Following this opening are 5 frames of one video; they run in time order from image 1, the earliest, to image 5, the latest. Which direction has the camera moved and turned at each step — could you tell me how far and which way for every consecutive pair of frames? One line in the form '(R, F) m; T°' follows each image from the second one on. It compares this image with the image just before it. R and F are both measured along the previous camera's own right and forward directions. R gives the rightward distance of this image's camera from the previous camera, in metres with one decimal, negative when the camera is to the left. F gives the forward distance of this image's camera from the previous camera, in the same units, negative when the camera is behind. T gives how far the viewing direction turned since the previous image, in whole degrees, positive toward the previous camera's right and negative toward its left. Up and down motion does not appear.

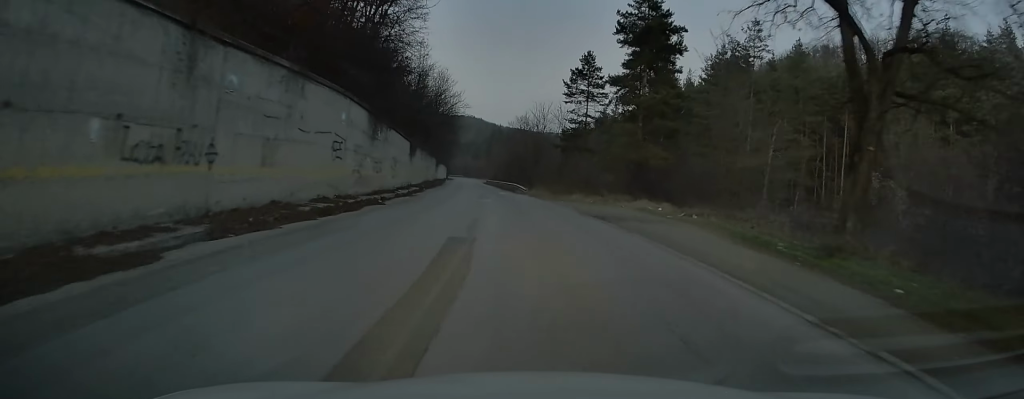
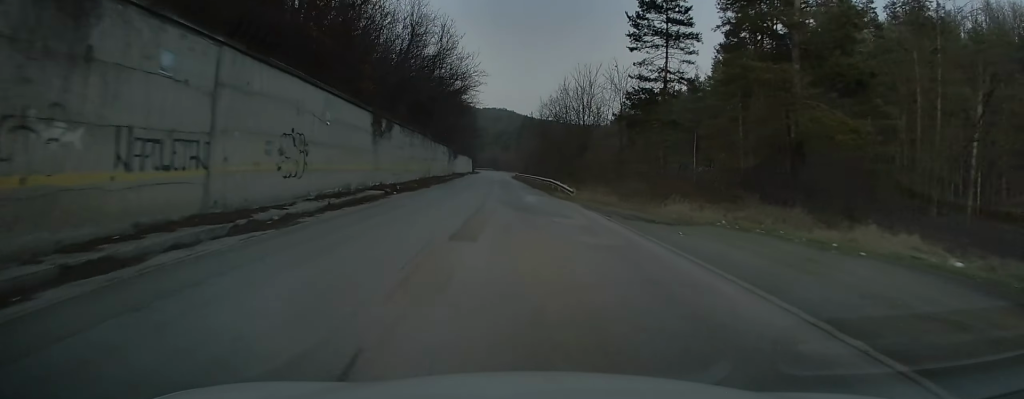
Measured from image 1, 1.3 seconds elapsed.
(-0.5, +24.2) m; -3°
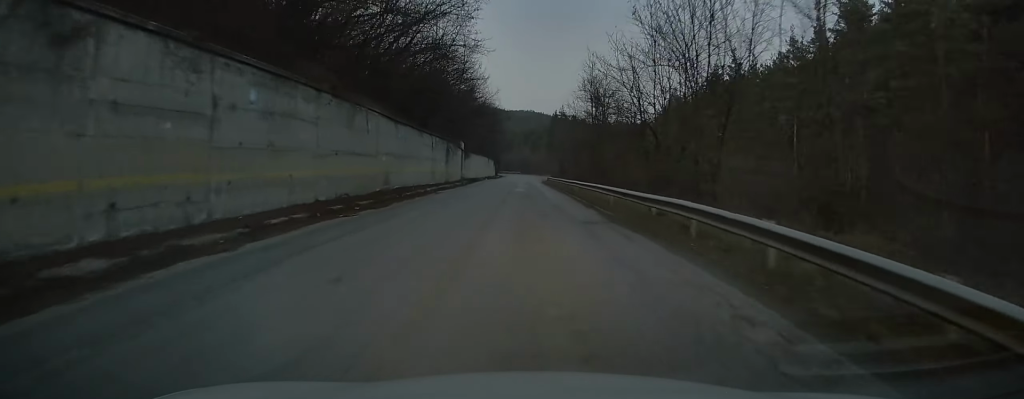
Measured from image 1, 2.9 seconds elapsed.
(-0.7, +31.1) m; -2°
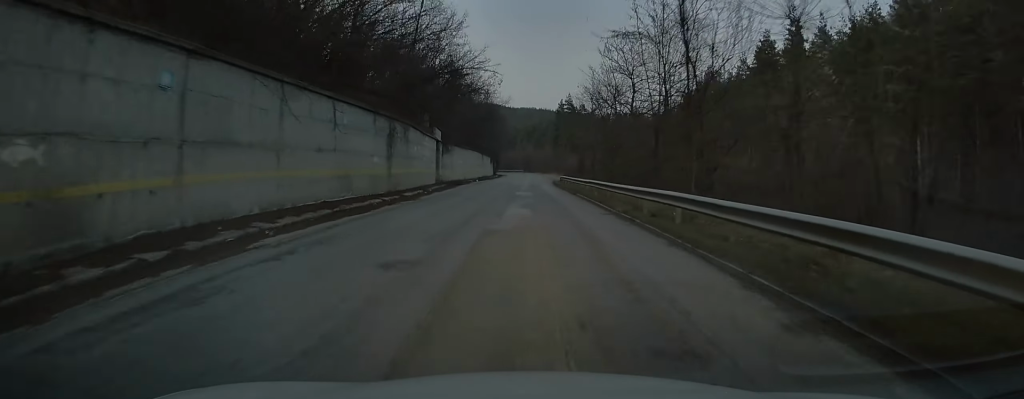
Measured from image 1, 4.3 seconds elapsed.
(-0.1, +26.2) m; 0°
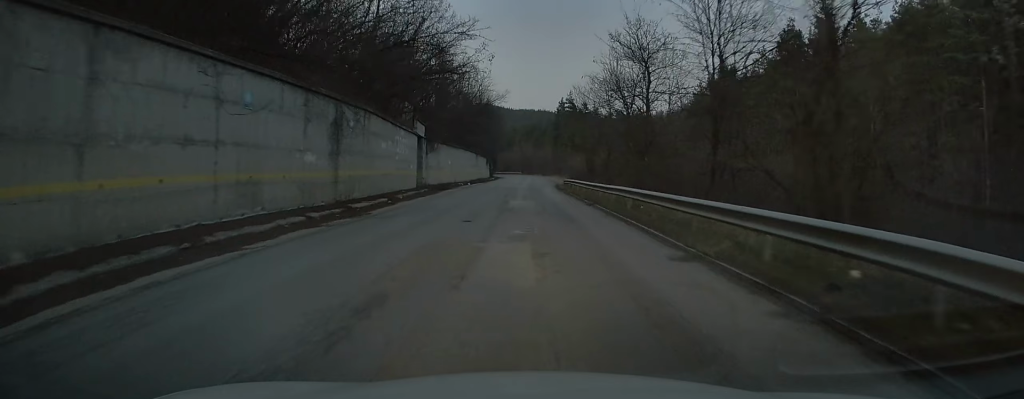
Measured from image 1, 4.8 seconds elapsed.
(0.0, +9.6) m; 0°
